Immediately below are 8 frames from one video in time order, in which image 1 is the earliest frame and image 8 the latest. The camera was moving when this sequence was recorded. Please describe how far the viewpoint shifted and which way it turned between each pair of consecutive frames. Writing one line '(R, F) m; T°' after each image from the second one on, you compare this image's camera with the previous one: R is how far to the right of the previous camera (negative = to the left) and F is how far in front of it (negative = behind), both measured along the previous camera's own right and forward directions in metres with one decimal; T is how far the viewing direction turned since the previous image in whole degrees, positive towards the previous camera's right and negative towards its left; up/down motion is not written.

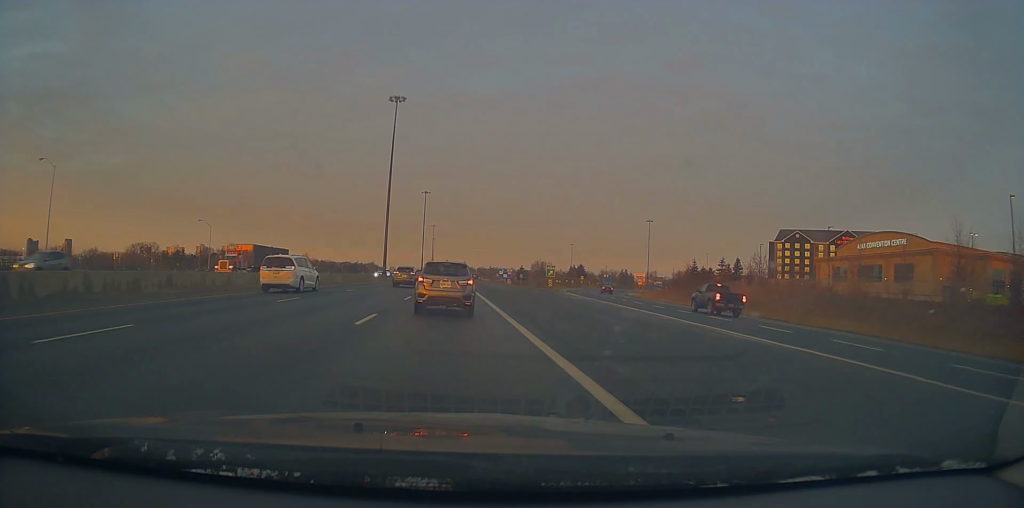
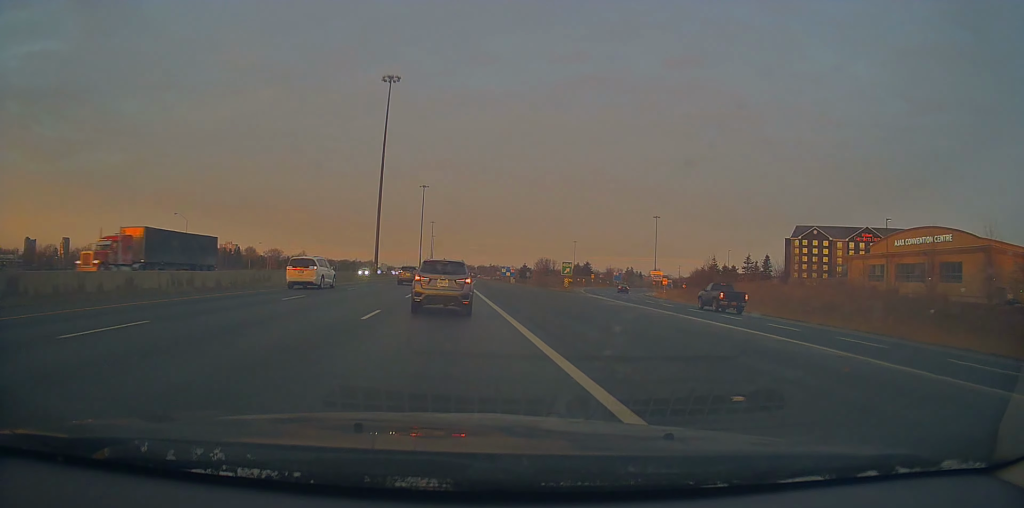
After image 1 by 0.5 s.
(-0.3, +11.5) m; 0°
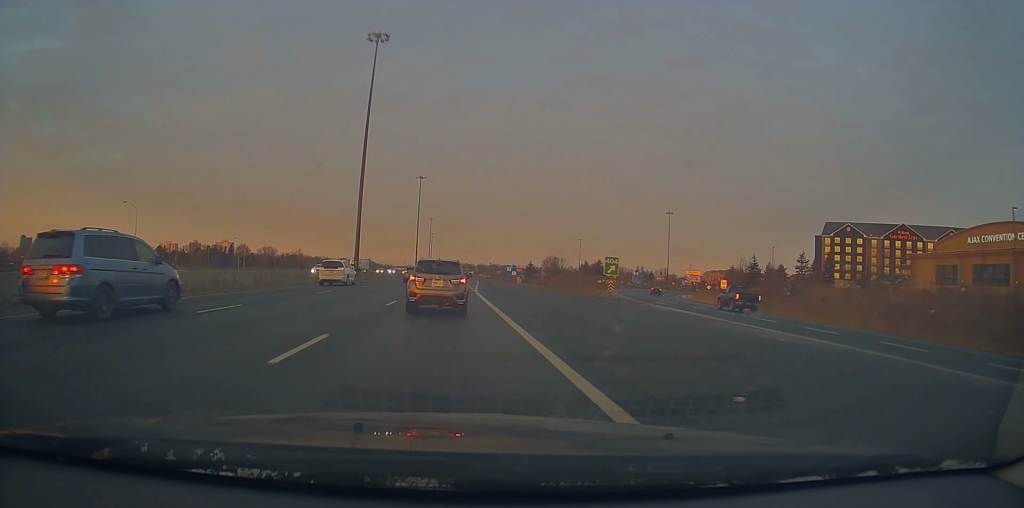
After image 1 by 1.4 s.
(+0.3, +19.2) m; +1°
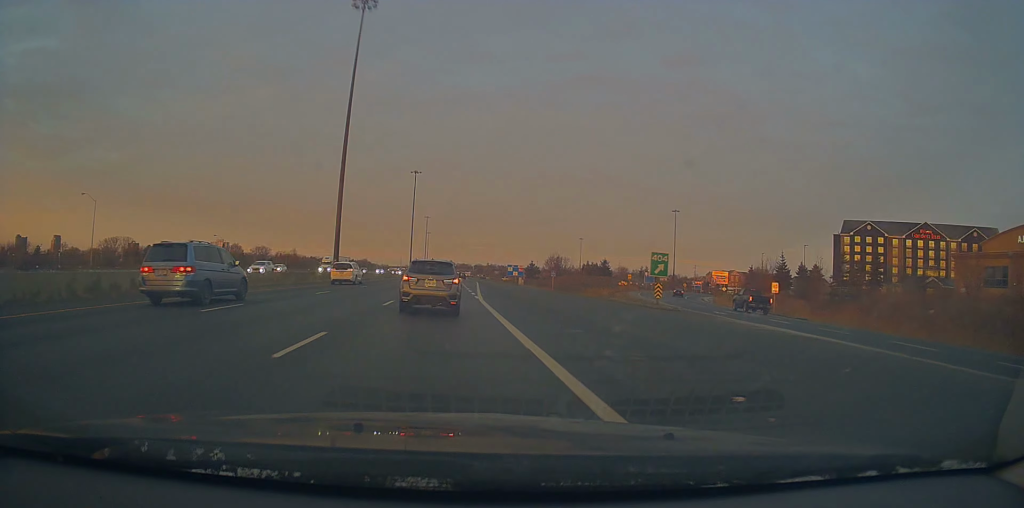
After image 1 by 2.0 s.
(0.0, +11.9) m; 0°
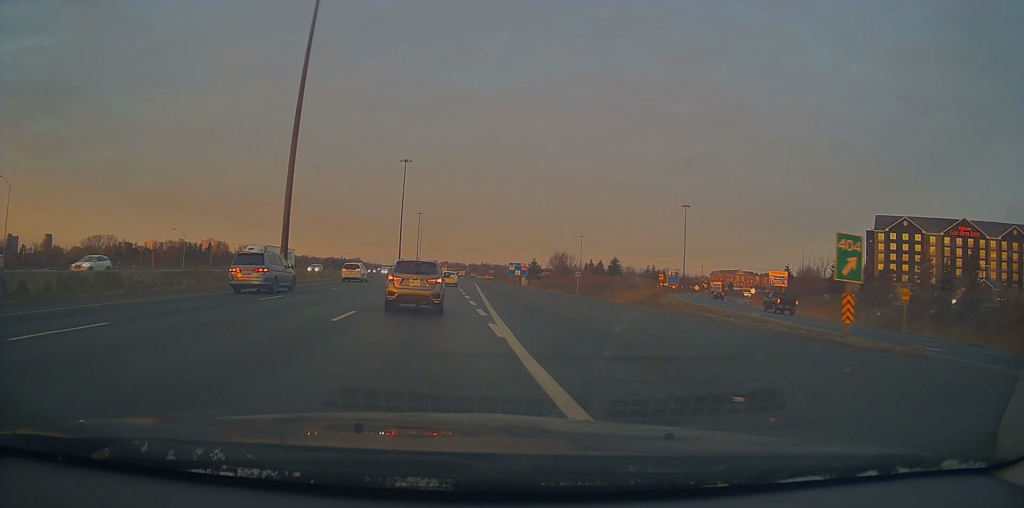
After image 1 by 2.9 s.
(0.0, +18.9) m; 0°
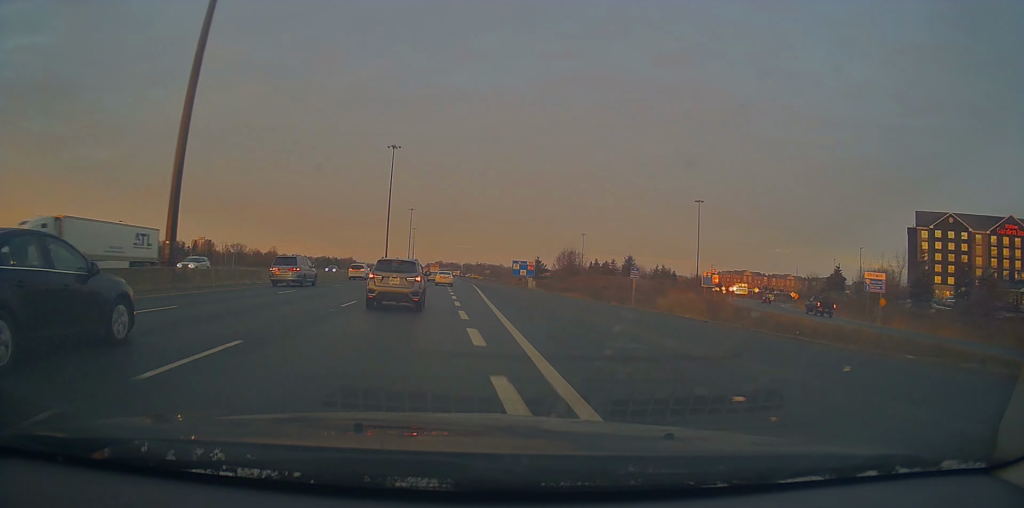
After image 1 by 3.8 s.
(0.0, +19.7) m; +1°
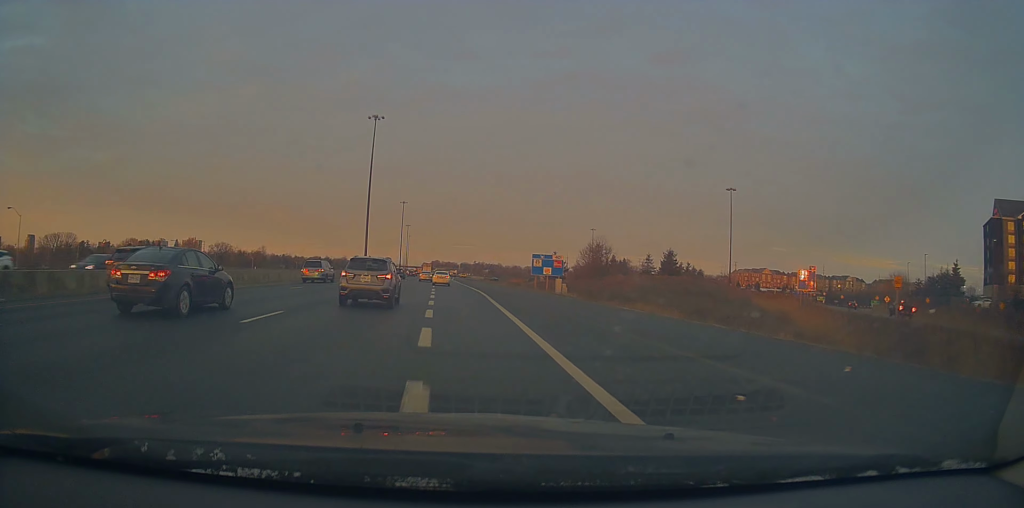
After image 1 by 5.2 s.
(+0.7, +29.9) m; +2°
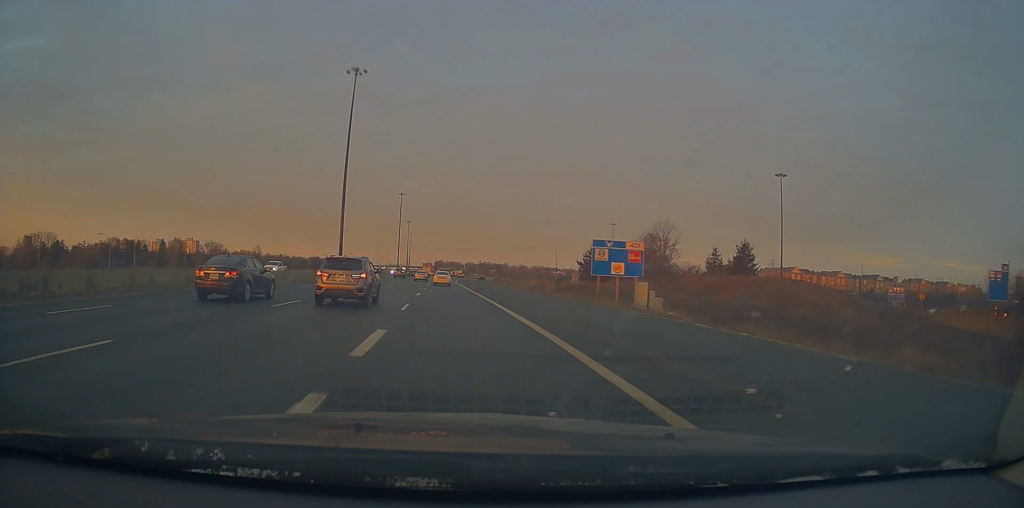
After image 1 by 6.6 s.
(-0.3, +30.2) m; 0°
